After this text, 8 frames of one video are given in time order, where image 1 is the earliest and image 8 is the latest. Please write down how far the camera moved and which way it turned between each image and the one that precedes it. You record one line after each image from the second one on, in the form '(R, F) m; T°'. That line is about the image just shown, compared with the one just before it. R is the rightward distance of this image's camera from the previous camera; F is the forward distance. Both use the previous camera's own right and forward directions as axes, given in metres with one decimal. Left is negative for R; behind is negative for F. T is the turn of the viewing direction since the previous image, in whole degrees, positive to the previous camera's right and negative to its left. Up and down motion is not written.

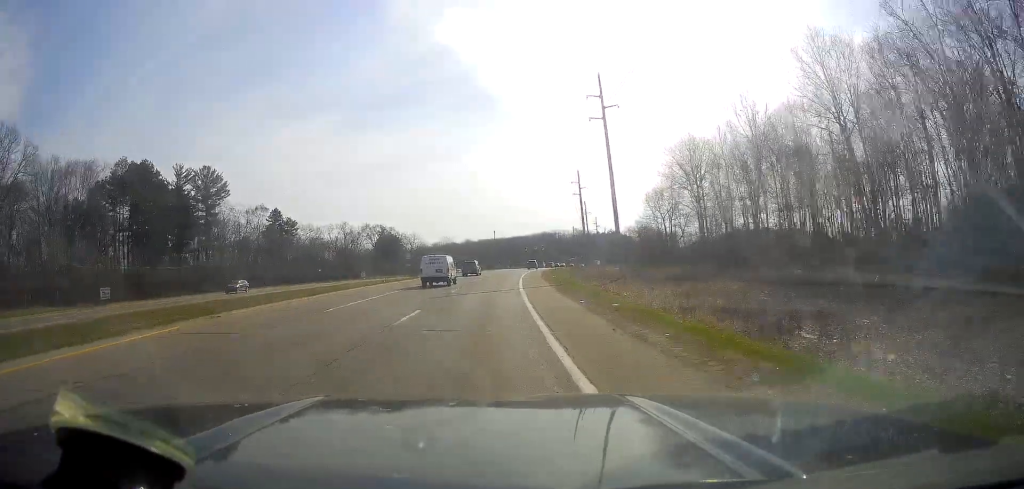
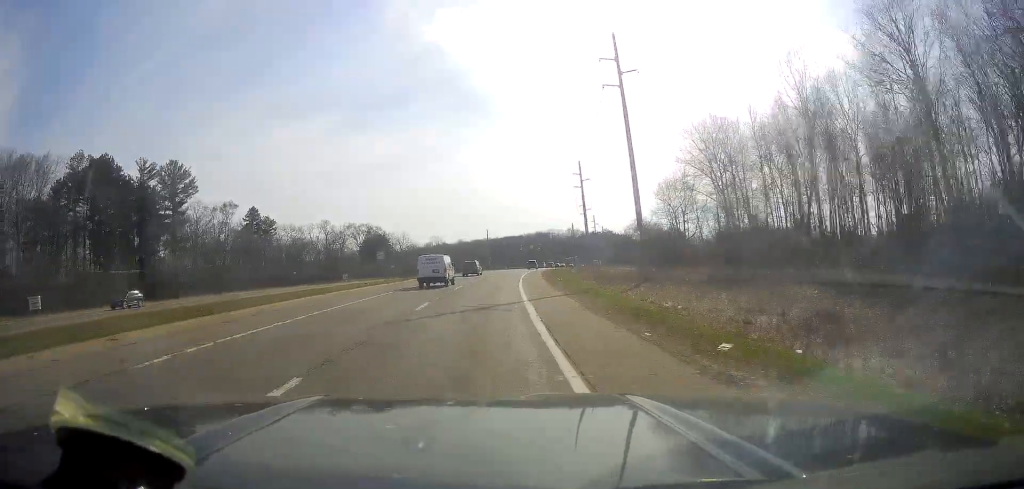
(0.0, +11.9) m; +1°
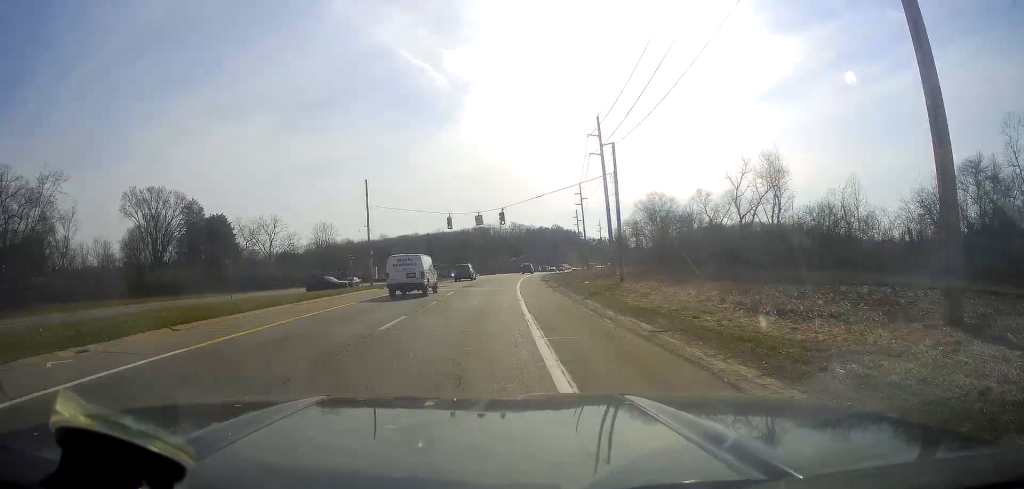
(+6.1, +96.4) m; +7°
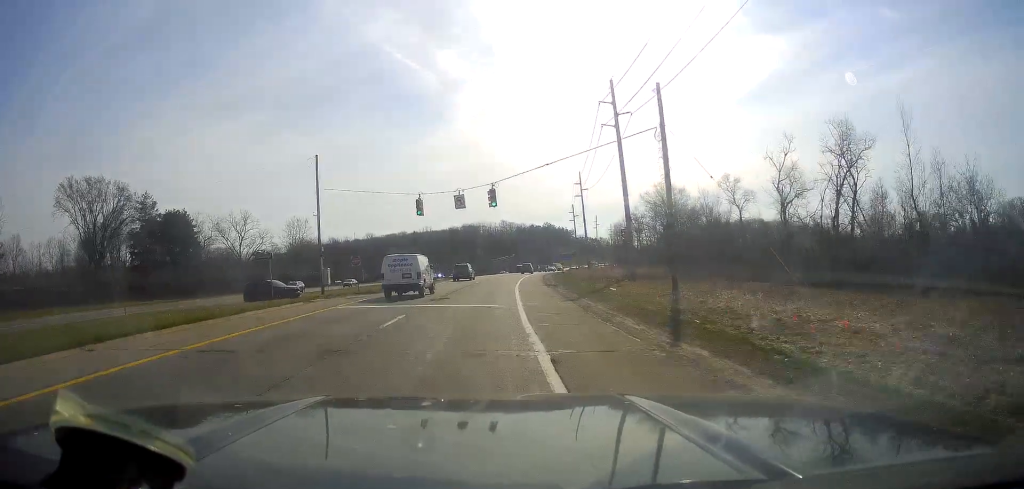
(+0.6, +15.3) m; +1°
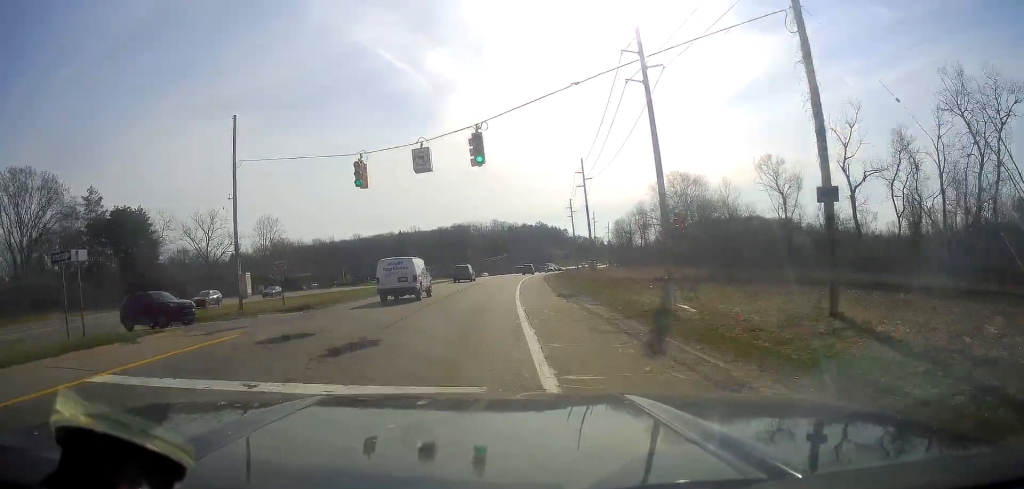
(-0.1, +15.1) m; 0°
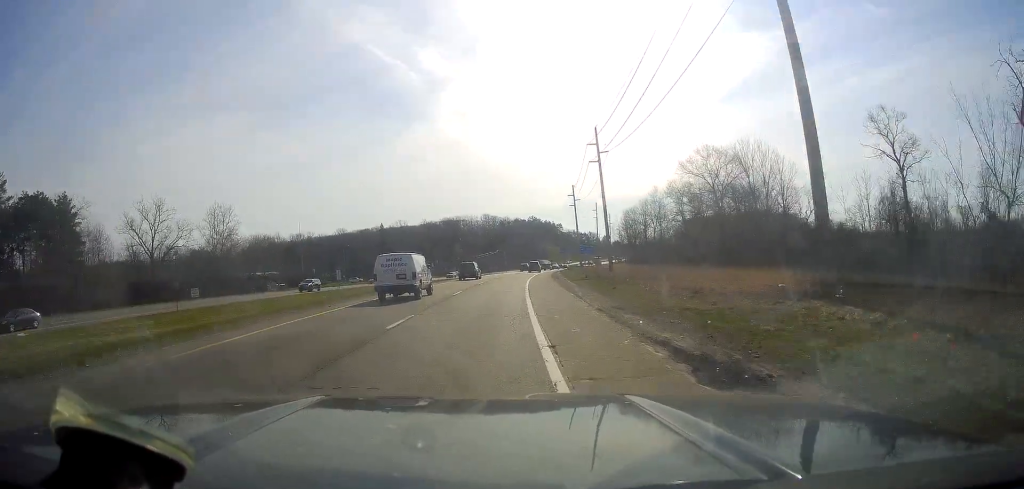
(-0.1, +22.3) m; +1°
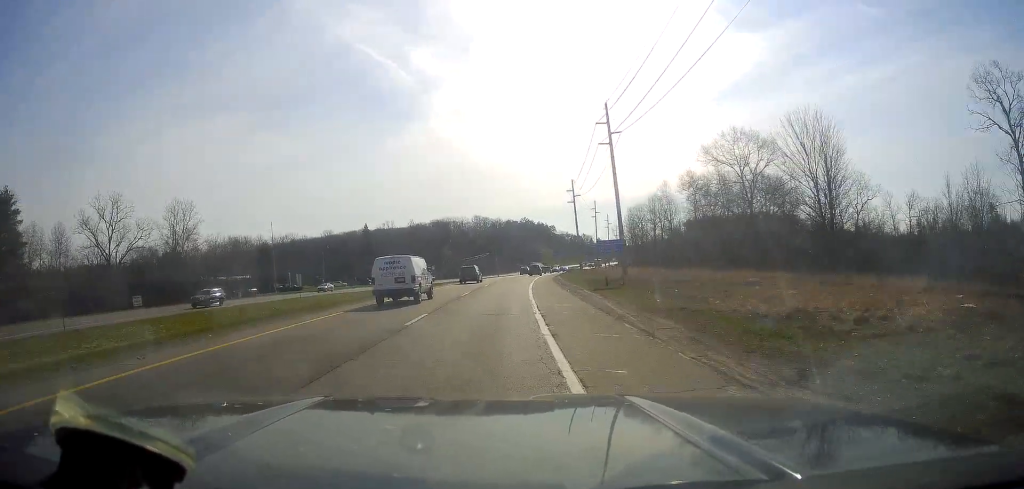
(+0.1, +13.5) m; +1°
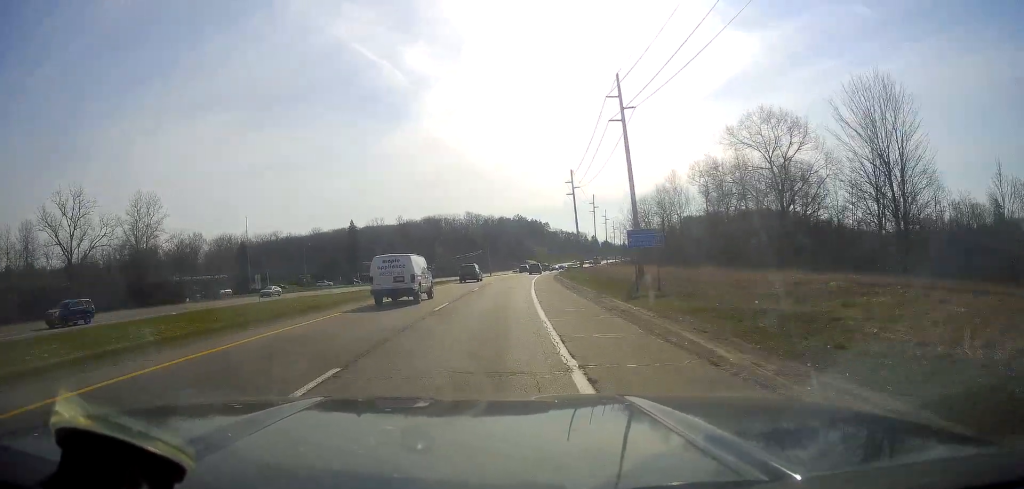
(+0.2, +10.5) m; +1°
